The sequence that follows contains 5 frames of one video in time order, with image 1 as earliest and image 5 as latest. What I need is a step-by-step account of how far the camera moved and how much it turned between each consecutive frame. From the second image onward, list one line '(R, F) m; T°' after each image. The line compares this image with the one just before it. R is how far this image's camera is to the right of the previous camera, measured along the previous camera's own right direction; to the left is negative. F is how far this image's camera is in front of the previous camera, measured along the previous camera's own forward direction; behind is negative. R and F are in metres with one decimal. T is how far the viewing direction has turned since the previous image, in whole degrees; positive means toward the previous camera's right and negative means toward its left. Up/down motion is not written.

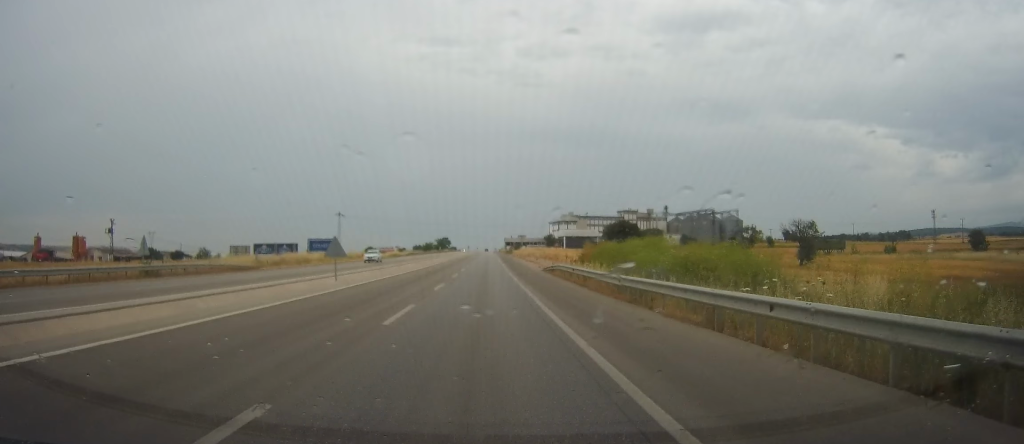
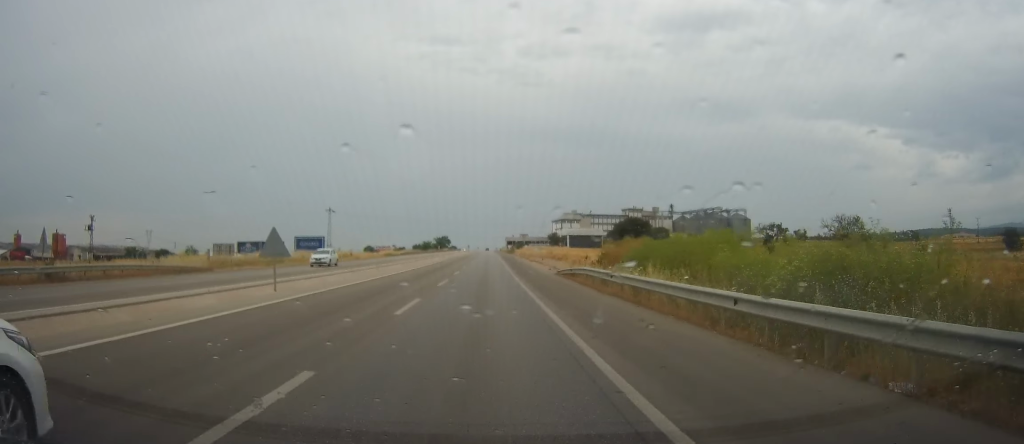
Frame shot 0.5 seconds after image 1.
(0.0, +10.8) m; +1°
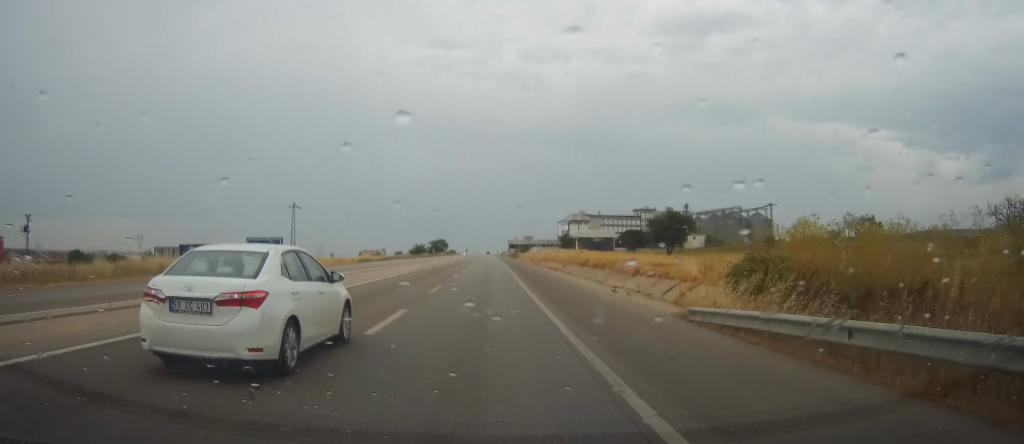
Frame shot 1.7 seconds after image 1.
(+0.5, +27.4) m; +1°
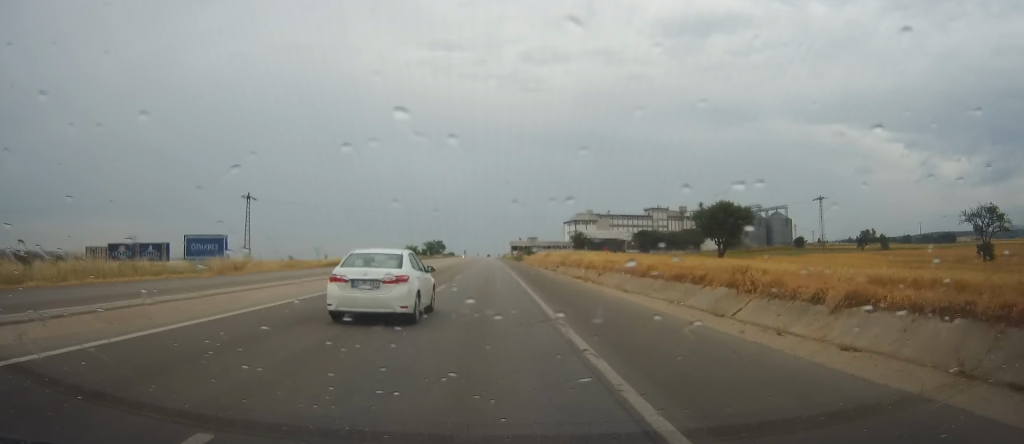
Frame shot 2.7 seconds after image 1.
(-0.2, +23.4) m; -1°
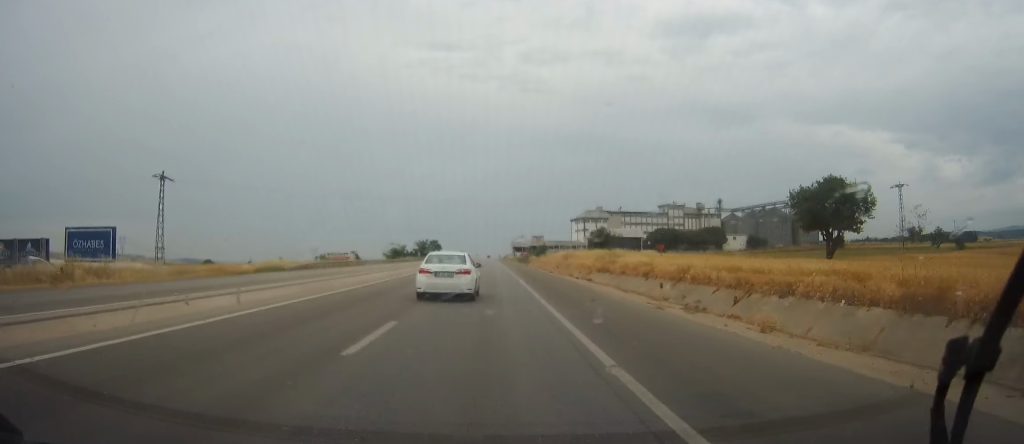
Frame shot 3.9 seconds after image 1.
(-0.4, +27.0) m; -1°
